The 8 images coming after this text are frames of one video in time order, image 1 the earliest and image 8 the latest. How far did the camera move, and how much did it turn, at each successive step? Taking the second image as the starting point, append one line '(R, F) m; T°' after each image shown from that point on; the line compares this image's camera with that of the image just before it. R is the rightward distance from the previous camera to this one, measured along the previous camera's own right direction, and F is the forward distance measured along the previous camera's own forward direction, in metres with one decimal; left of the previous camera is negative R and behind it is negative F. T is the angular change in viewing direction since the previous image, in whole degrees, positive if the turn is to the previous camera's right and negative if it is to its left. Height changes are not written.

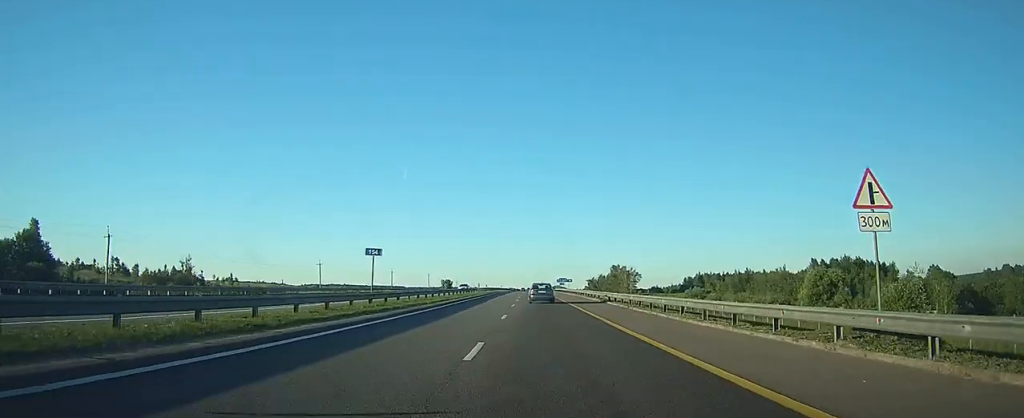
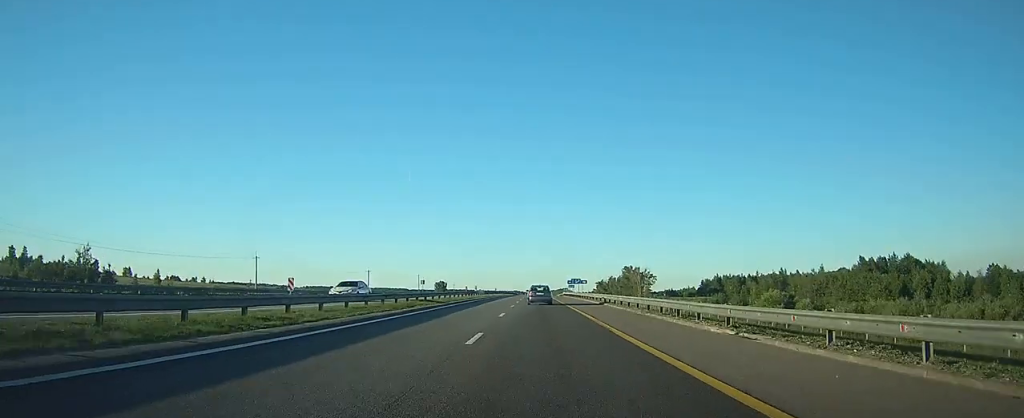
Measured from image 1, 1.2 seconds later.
(-0.2, +33.5) m; -1°
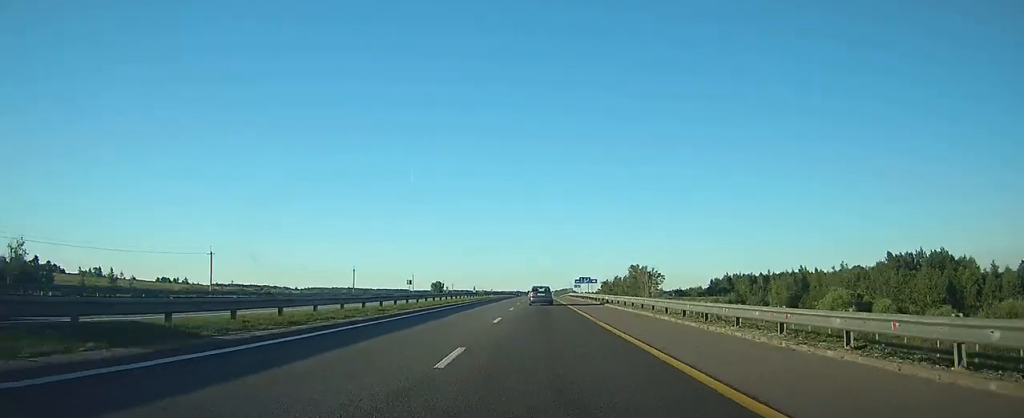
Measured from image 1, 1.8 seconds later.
(-0.1, +15.8) m; 0°
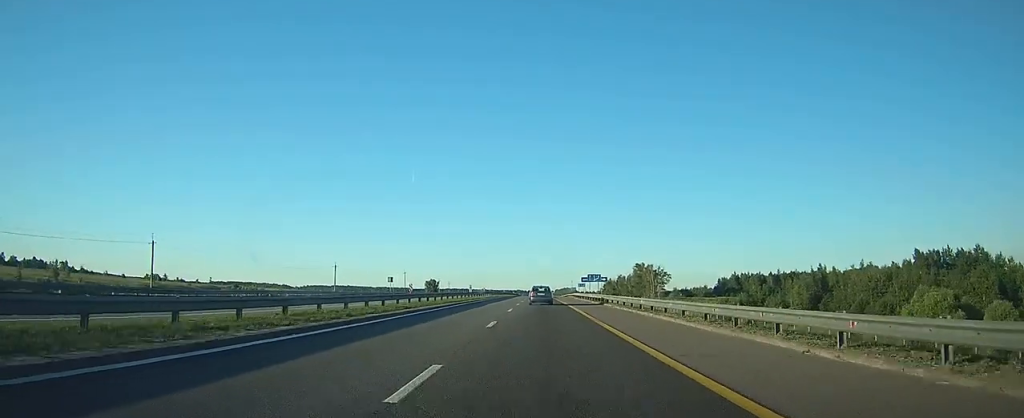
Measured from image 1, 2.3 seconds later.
(0.0, +14.9) m; 0°
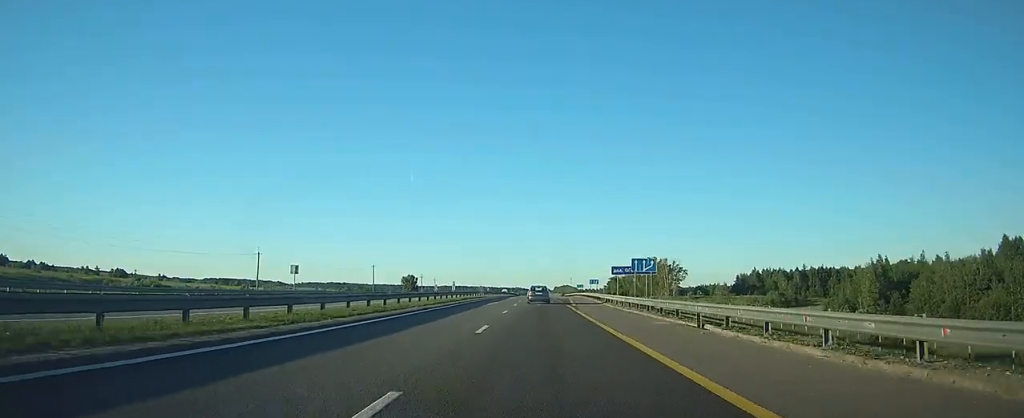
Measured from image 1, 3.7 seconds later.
(-0.1, +38.9) m; 0°
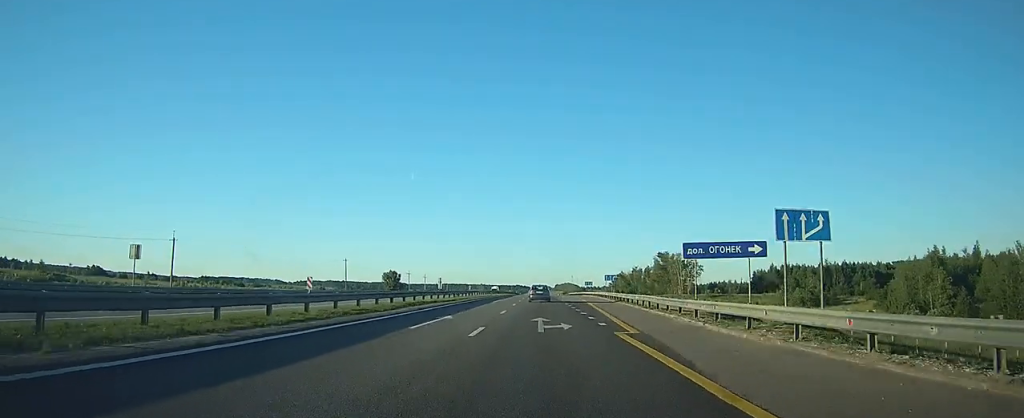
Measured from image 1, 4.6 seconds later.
(0.0, +25.8) m; 0°
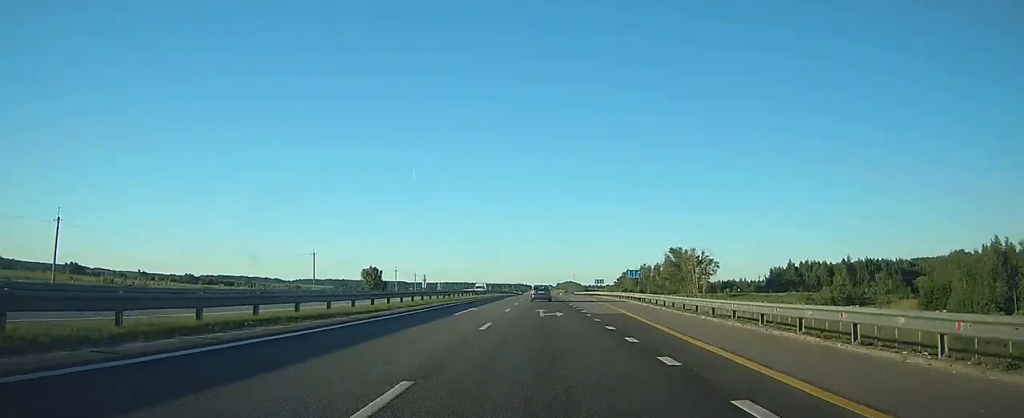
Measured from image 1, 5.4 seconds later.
(+0.1, +22.0) m; 0°
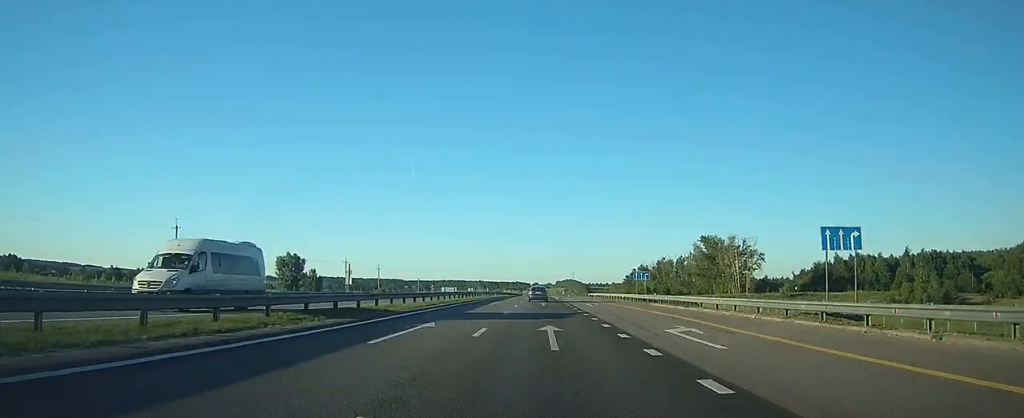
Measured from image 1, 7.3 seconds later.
(0.0, +50.0) m; 0°
